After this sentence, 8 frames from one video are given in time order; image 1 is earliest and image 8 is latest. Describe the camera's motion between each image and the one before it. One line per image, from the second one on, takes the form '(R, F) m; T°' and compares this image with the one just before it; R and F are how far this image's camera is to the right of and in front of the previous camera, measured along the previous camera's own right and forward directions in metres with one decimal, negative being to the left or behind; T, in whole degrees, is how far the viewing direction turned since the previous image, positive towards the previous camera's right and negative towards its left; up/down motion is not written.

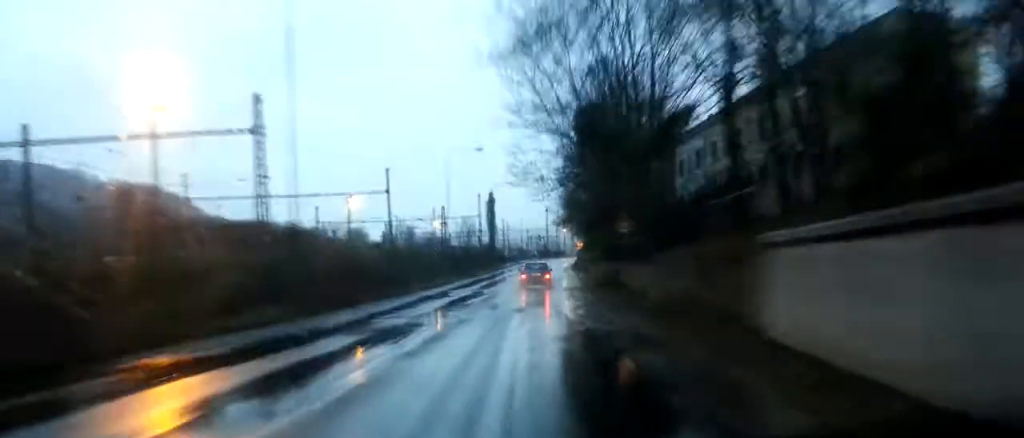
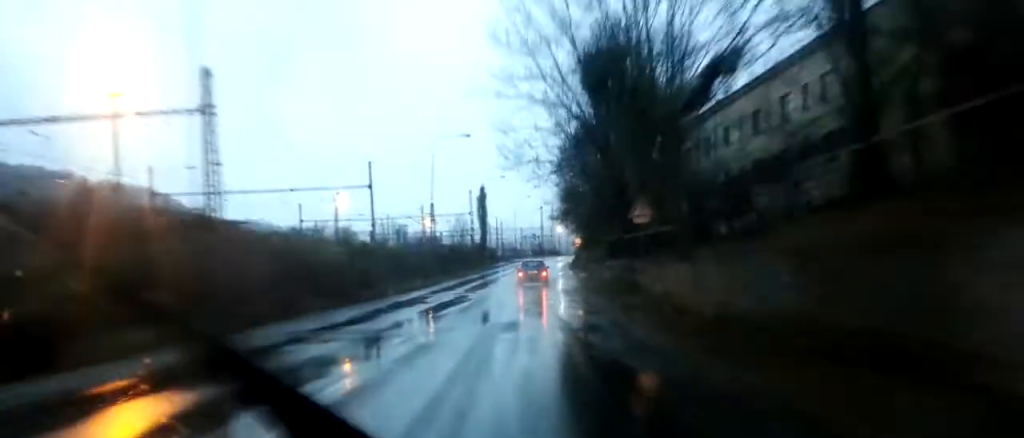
(+0.1, +6.5) m; 0°
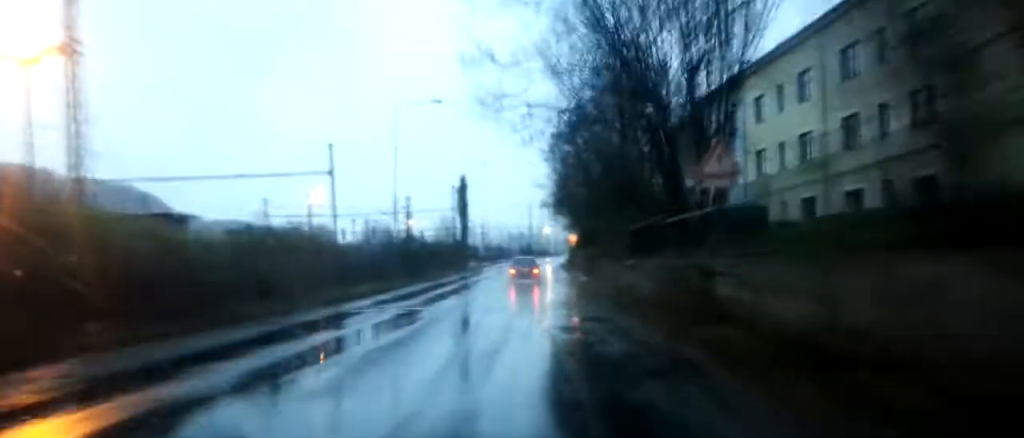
(-0.1, +12.0) m; 0°
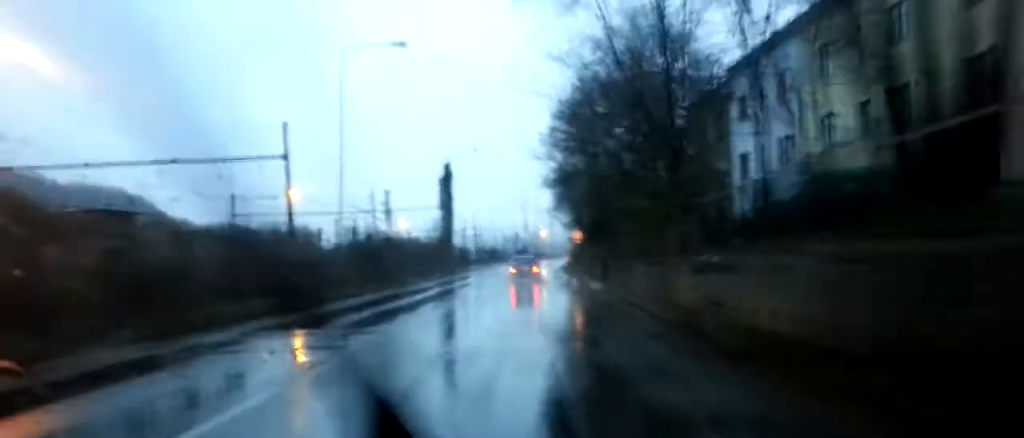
(-0.1, +12.2) m; 0°
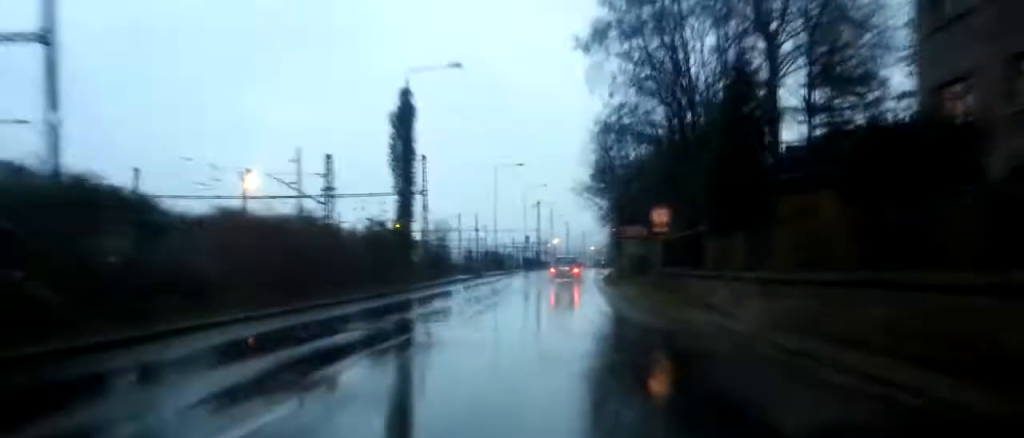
(+0.3, +32.5) m; +1°
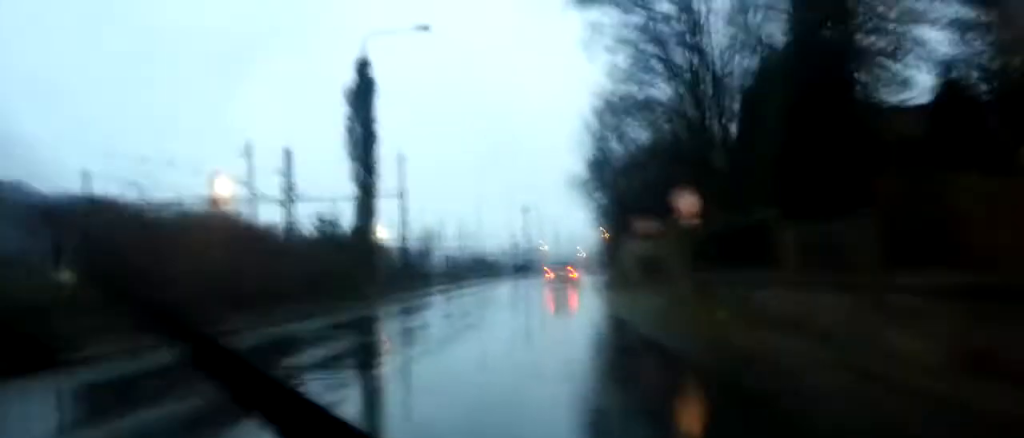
(+0.1, +6.7) m; 0°
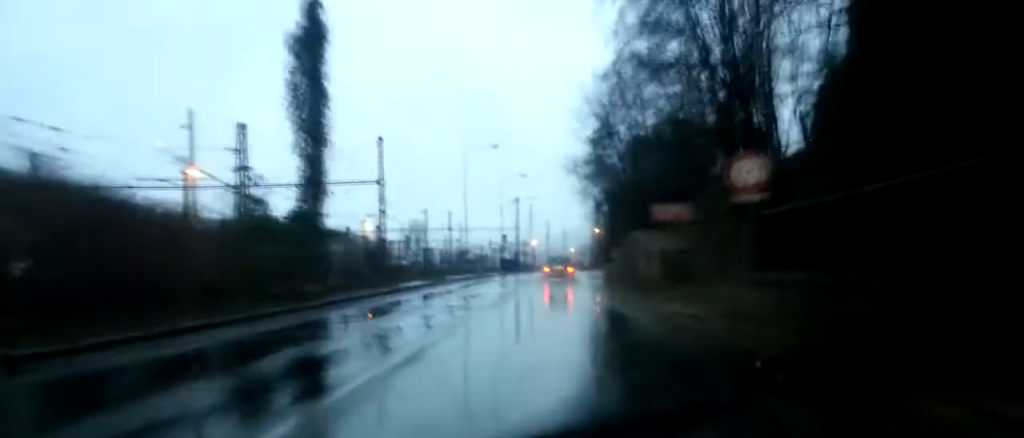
(+0.1, +6.7) m; 0°
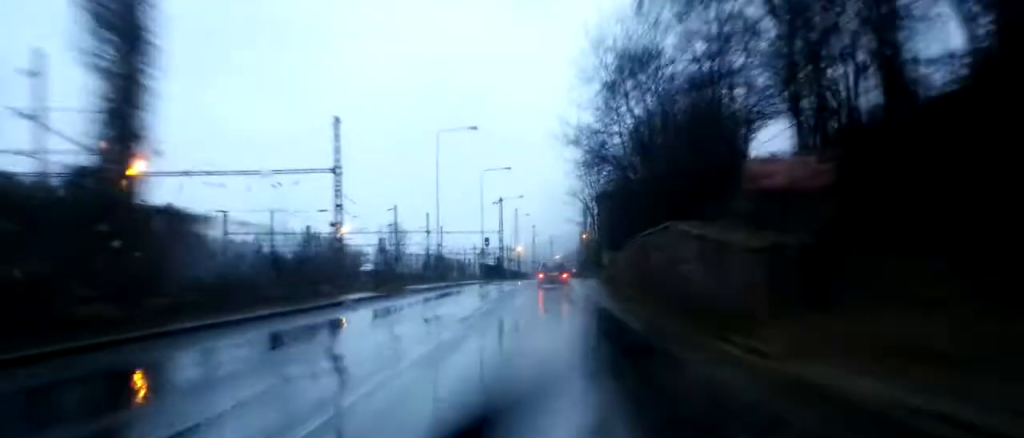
(0.0, +11.0) m; +1°
